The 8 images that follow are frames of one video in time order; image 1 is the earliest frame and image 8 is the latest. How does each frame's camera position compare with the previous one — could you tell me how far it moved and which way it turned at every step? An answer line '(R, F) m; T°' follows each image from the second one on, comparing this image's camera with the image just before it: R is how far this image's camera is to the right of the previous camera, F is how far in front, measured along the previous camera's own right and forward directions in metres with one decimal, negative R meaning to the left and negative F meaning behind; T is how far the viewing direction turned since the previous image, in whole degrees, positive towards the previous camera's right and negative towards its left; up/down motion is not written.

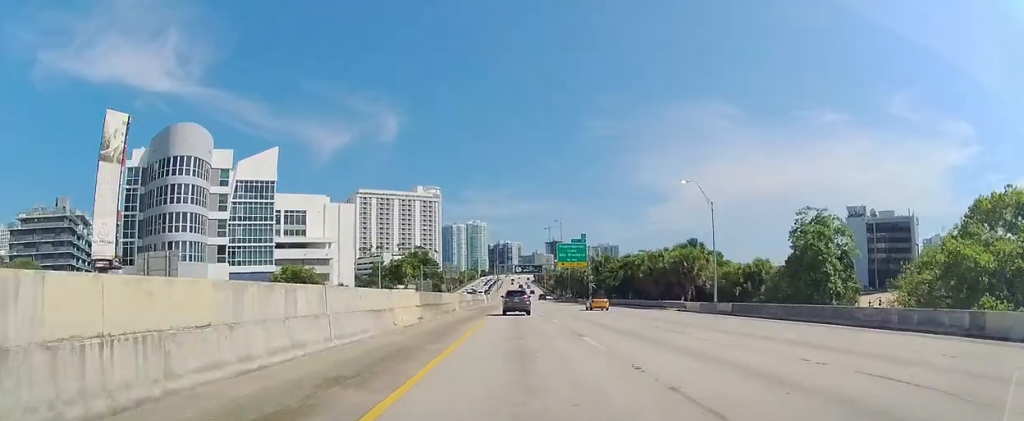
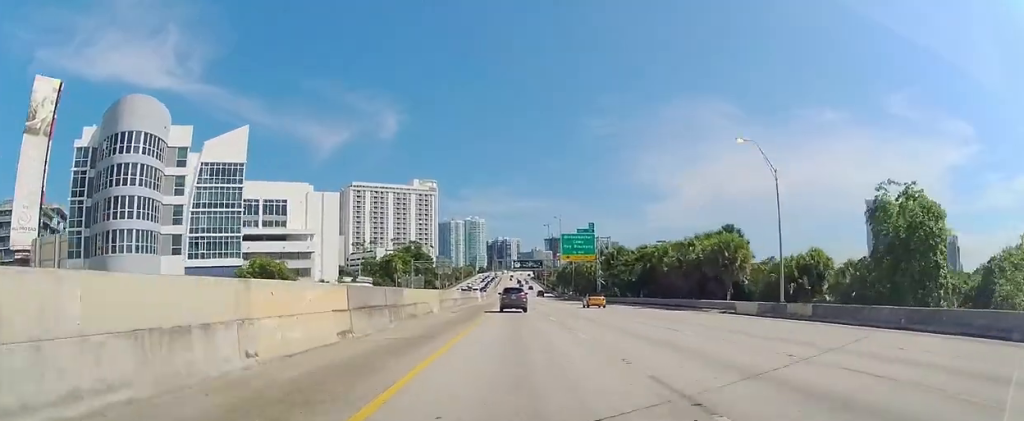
(+0.2, +11.3) m; 0°
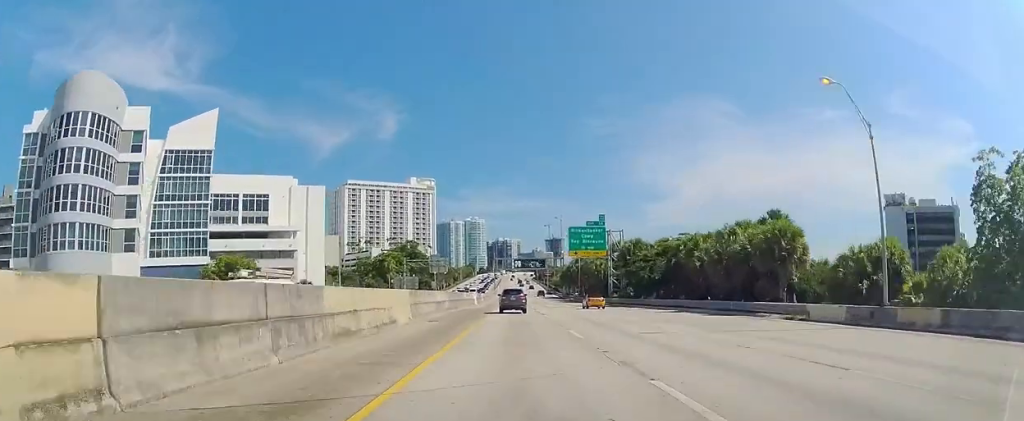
(+0.1, +9.9) m; 0°
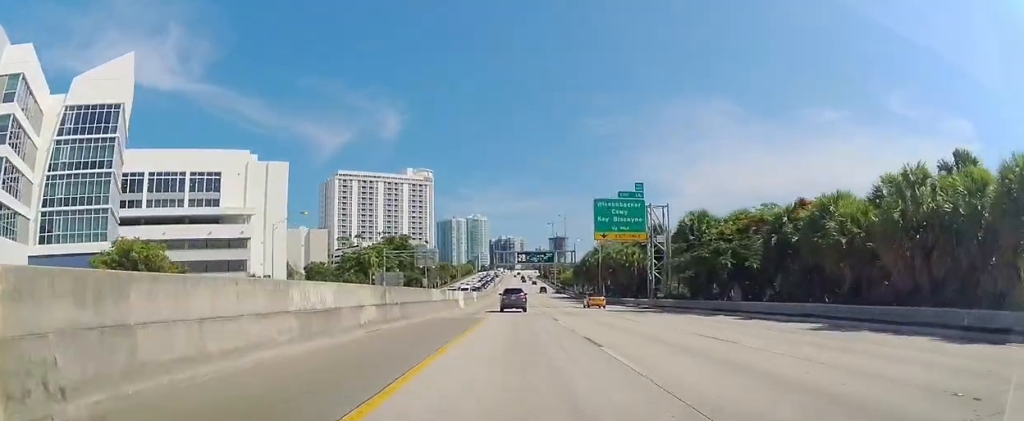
(-0.4, +21.7) m; -1°
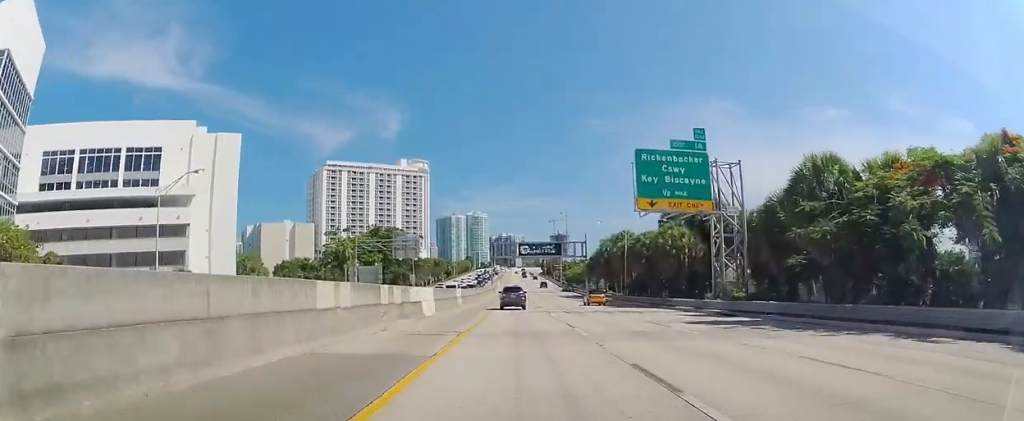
(0.0, +19.1) m; 0°
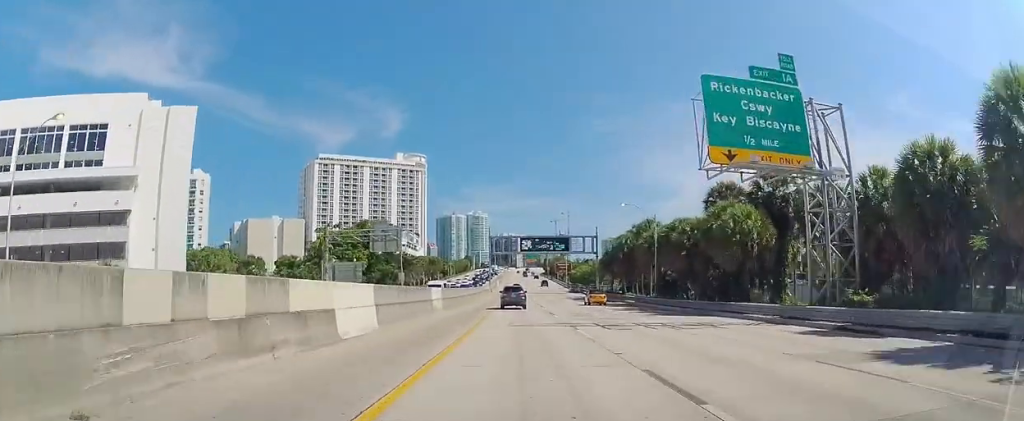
(0.0, +13.5) m; 0°
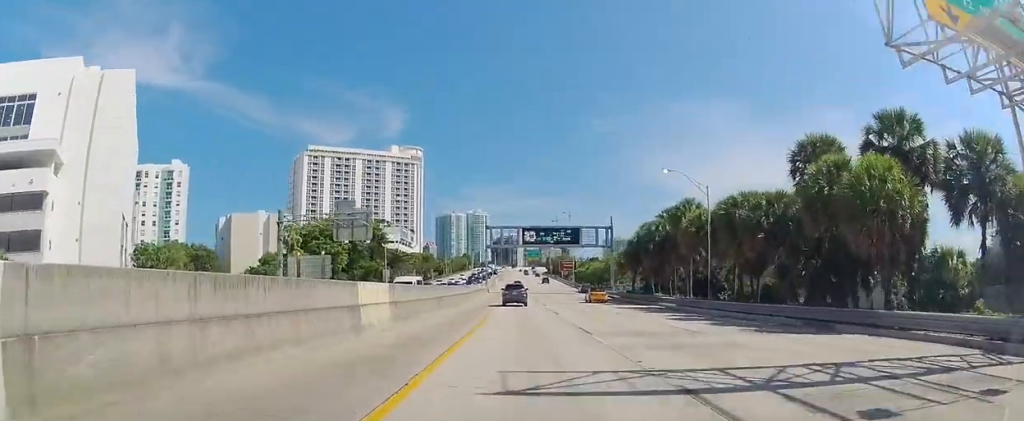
(-0.1, +14.3) m; +1°
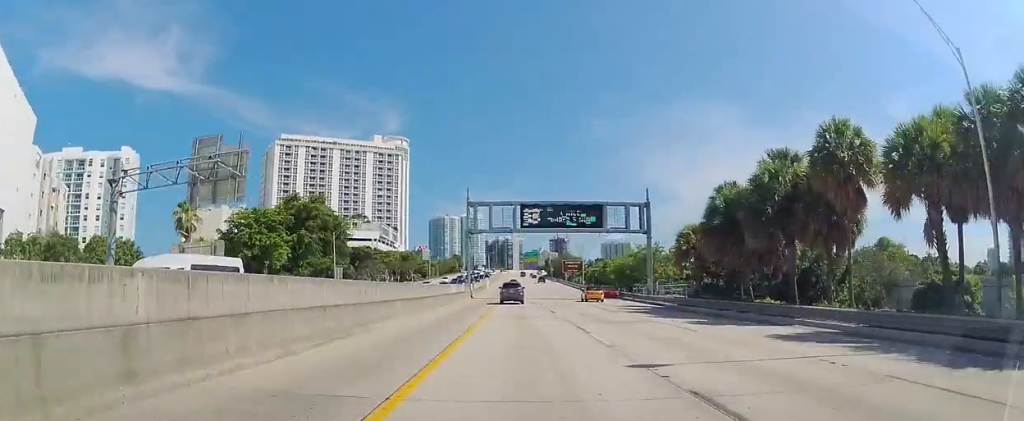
(+0.5, +25.9) m; +1°
